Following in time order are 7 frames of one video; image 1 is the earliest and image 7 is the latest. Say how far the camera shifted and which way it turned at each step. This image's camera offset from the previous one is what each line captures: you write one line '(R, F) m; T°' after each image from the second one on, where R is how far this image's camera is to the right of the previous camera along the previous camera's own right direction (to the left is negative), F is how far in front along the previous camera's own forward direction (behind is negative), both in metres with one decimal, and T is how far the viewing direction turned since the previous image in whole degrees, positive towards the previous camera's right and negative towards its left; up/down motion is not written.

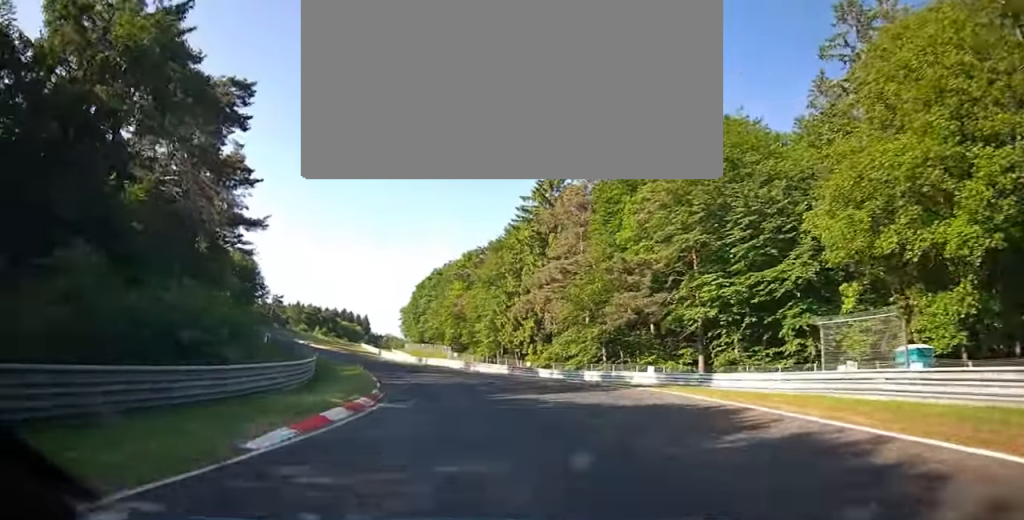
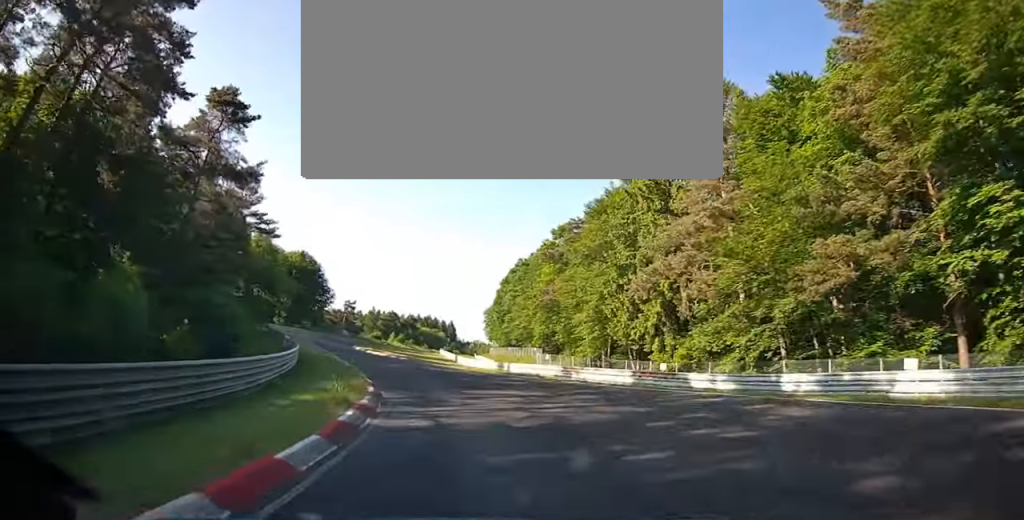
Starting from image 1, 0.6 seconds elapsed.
(-1.3, +19.0) m; -7°
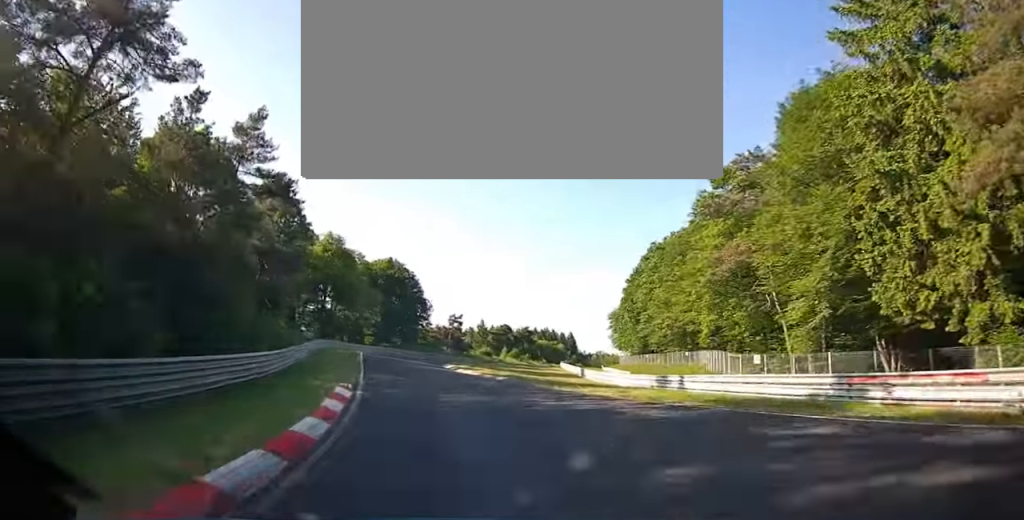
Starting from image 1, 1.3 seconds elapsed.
(-1.1, +22.7) m; -8°
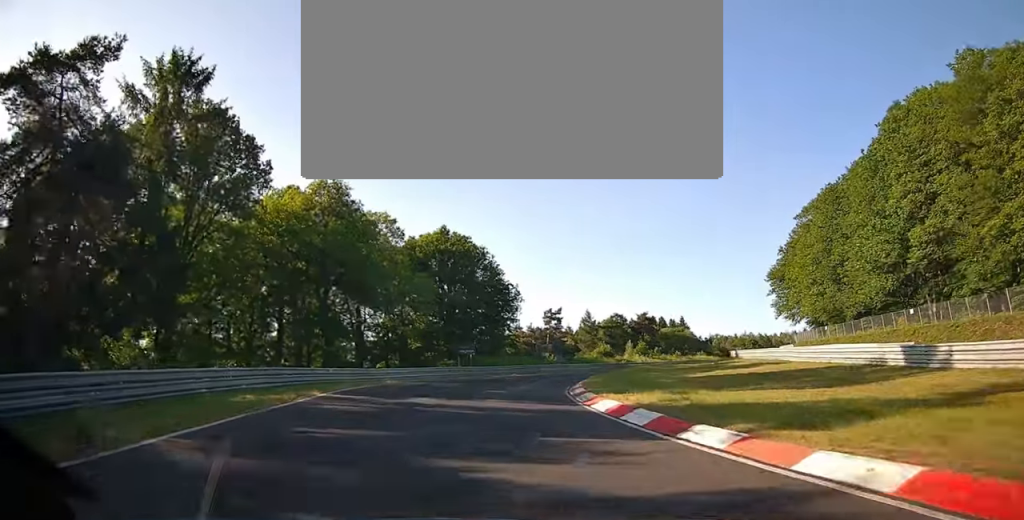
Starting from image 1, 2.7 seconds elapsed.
(-4.2, +40.7) m; -4°
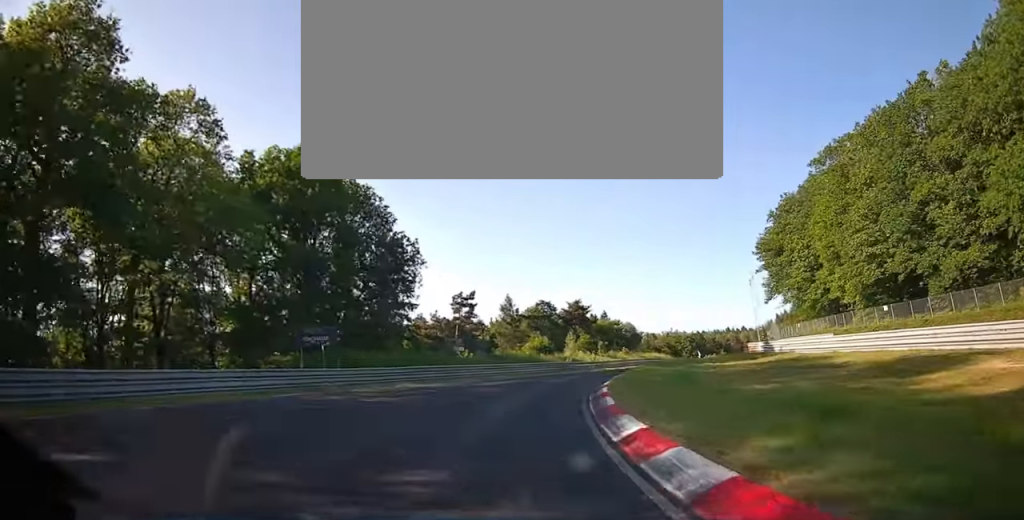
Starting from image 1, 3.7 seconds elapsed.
(+0.8, +24.9) m; +6°
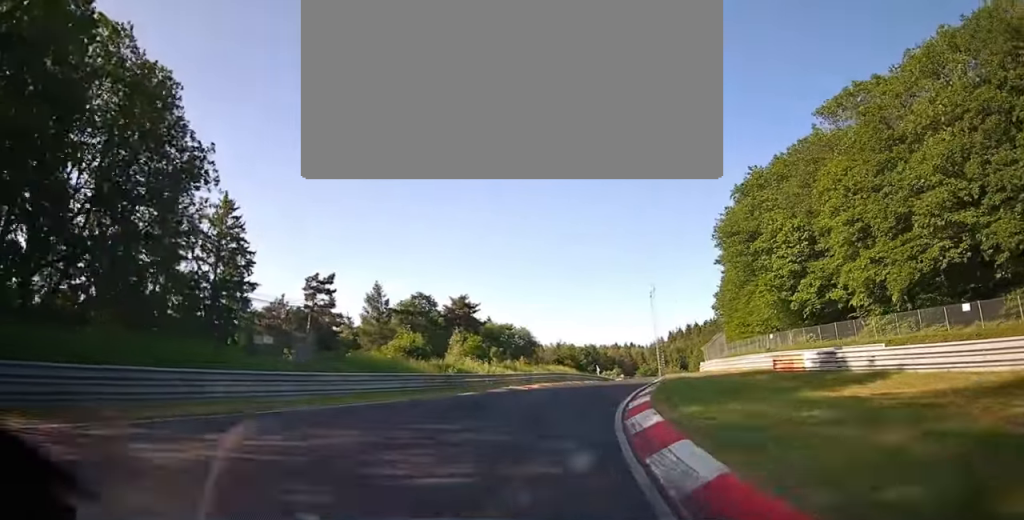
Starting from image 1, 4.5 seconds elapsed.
(+1.2, +19.5) m; +10°
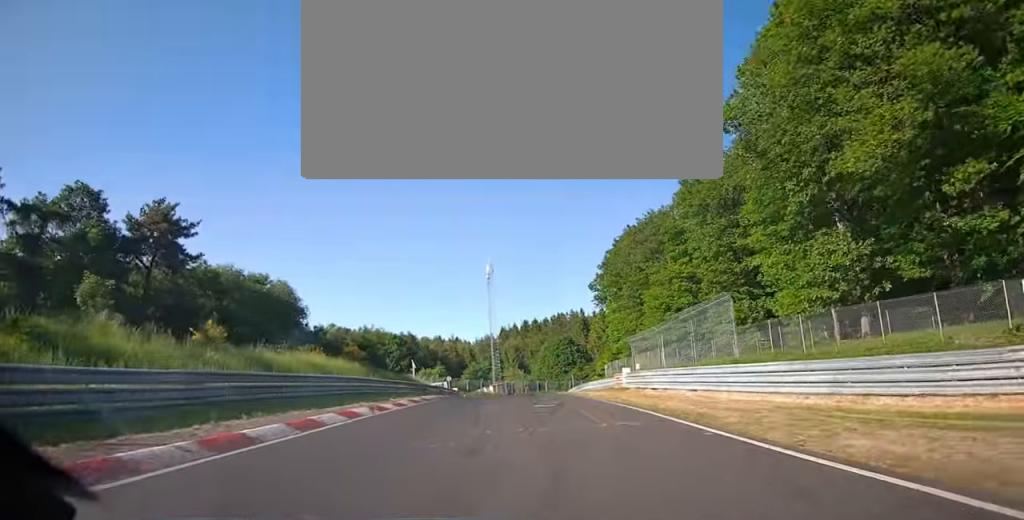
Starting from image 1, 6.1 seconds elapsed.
(+8.6, +37.4) m; +23°
